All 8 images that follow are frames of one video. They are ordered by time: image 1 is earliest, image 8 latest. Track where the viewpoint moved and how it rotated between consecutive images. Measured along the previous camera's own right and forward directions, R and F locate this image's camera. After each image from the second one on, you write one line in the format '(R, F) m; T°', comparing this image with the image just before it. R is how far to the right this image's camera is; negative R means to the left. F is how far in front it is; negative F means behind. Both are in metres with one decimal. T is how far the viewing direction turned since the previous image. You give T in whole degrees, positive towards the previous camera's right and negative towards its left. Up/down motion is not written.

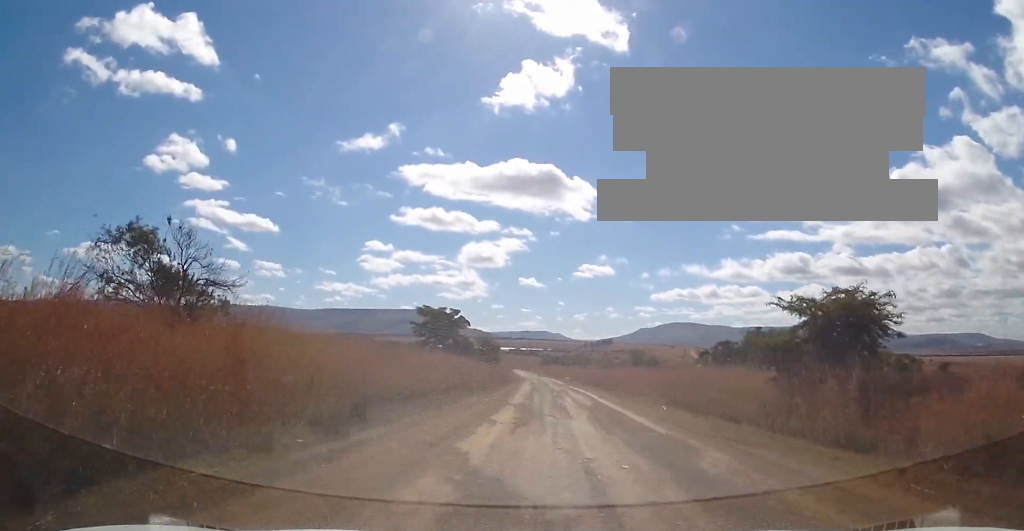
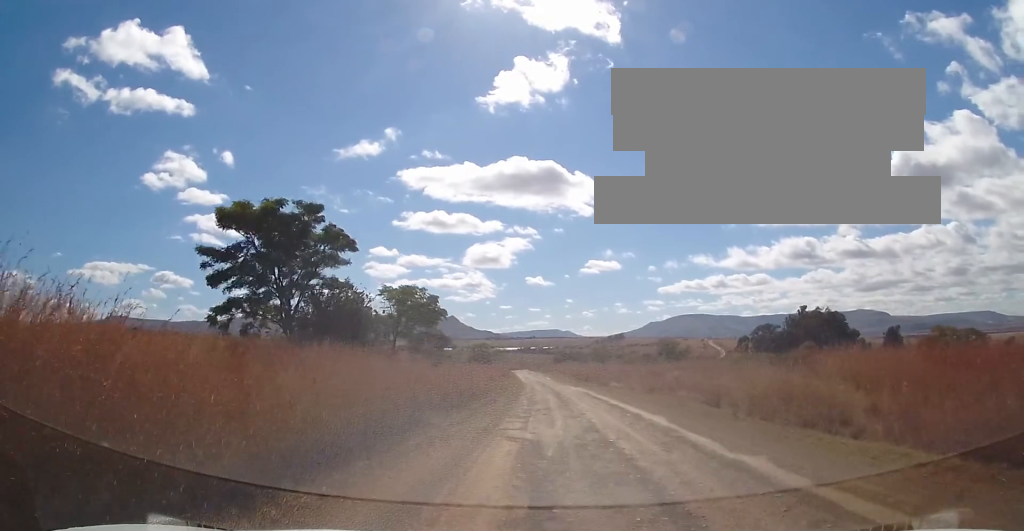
(-1.3, +52.4) m; -2°
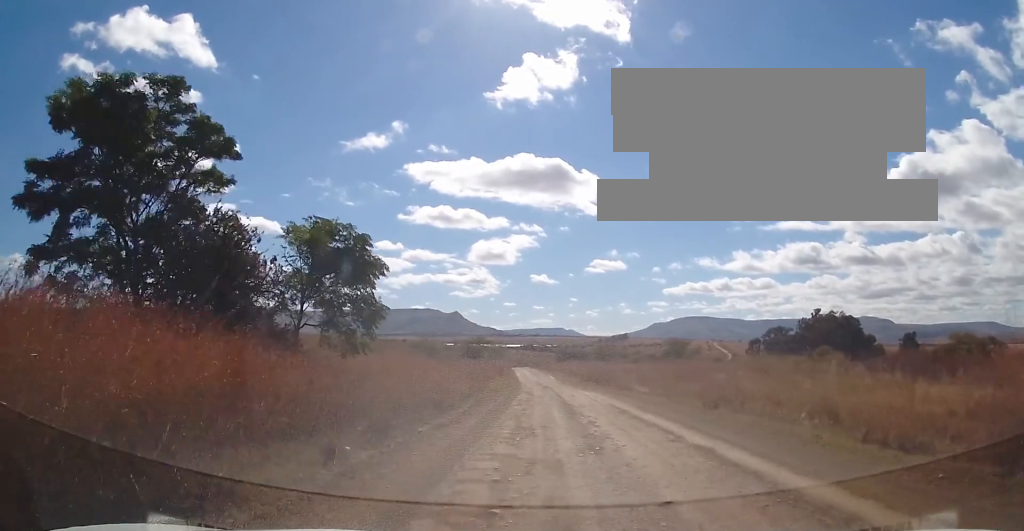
(-0.3, +12.3) m; 0°
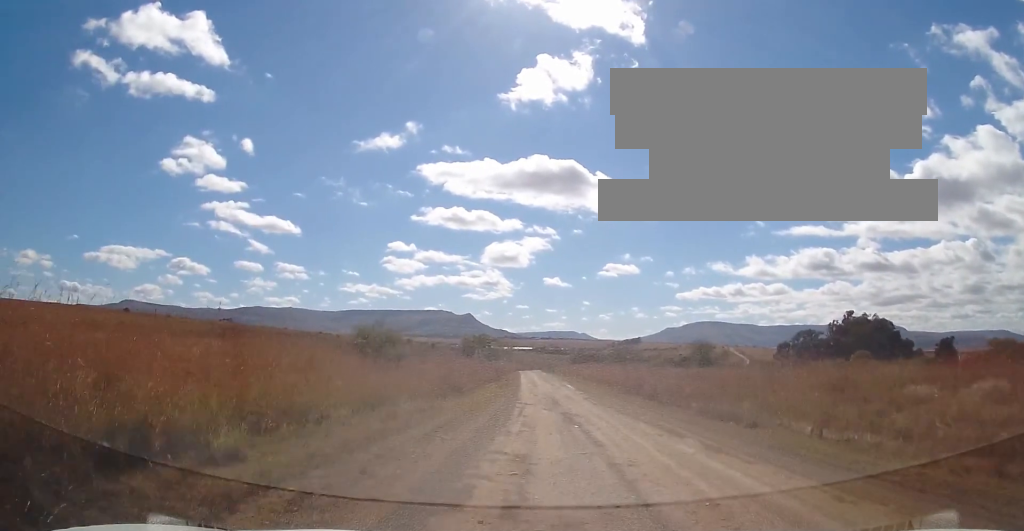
(+0.3, +22.5) m; -1°
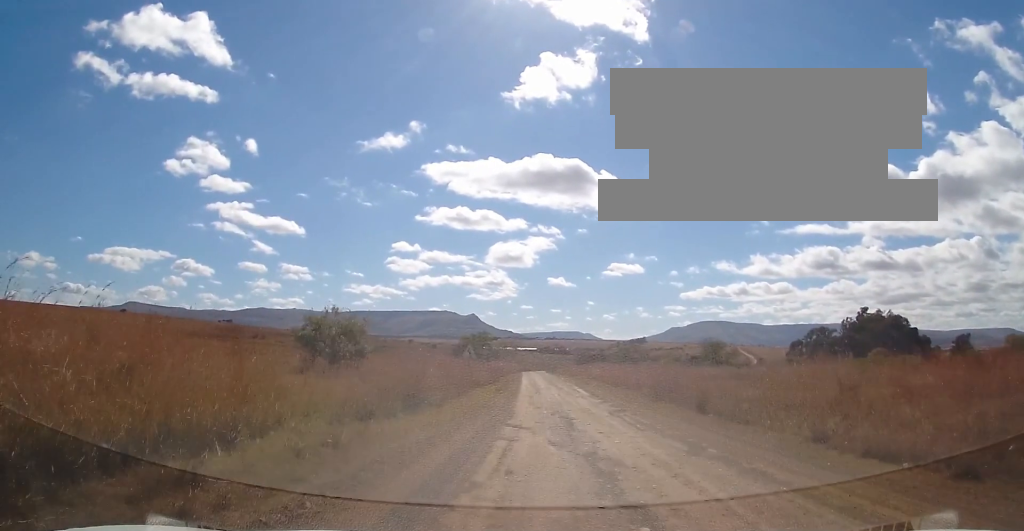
(-0.3, +9.6) m; -1°
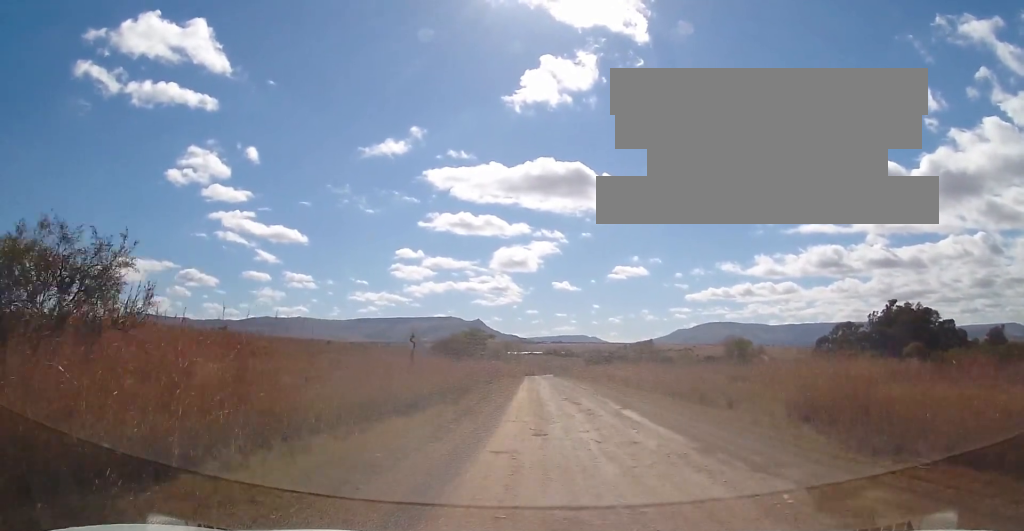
(-0.4, +20.4) m; 0°
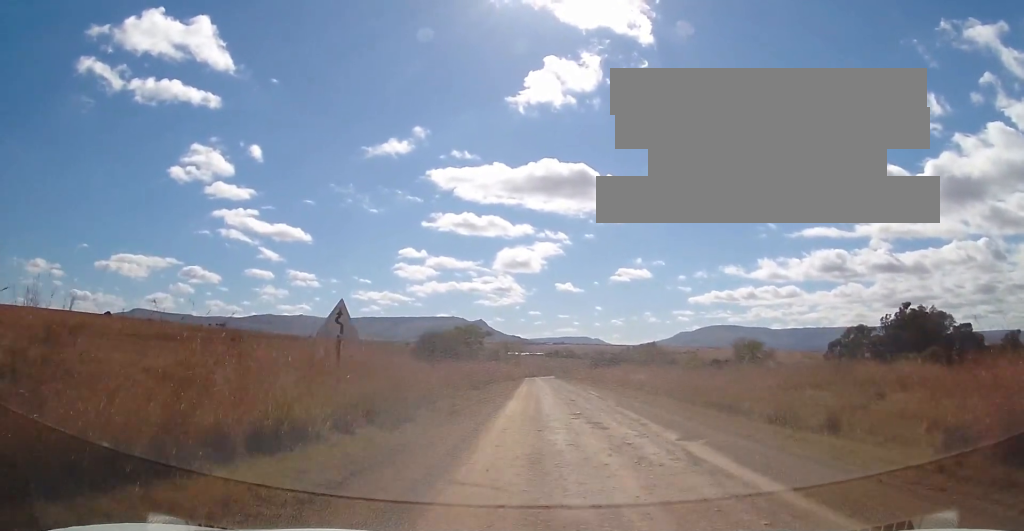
(+0.1, +8.8) m; +1°
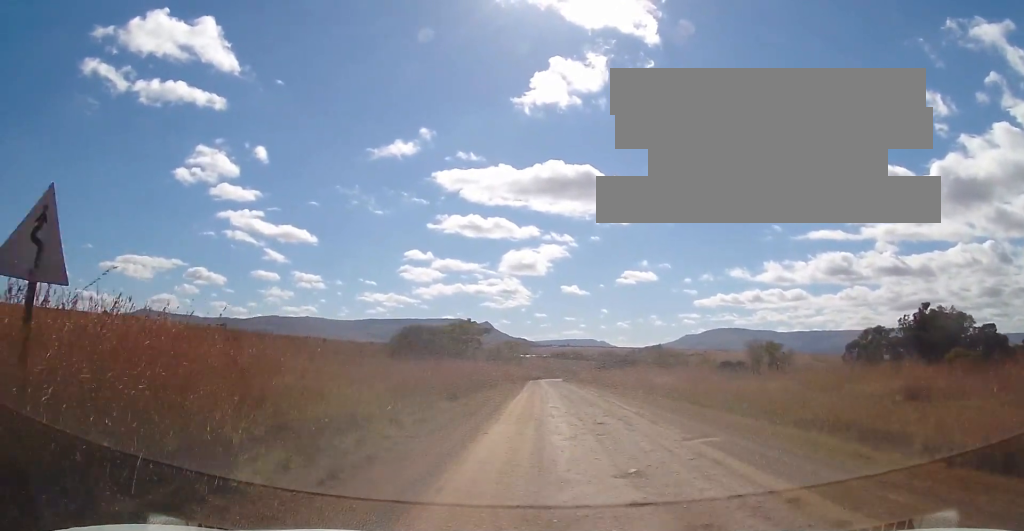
(0.0, +10.1) m; 0°
